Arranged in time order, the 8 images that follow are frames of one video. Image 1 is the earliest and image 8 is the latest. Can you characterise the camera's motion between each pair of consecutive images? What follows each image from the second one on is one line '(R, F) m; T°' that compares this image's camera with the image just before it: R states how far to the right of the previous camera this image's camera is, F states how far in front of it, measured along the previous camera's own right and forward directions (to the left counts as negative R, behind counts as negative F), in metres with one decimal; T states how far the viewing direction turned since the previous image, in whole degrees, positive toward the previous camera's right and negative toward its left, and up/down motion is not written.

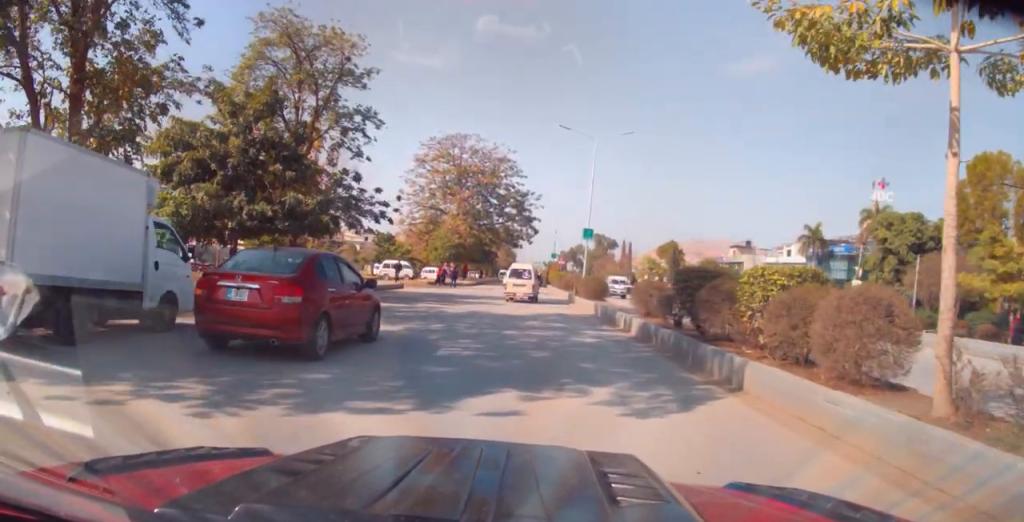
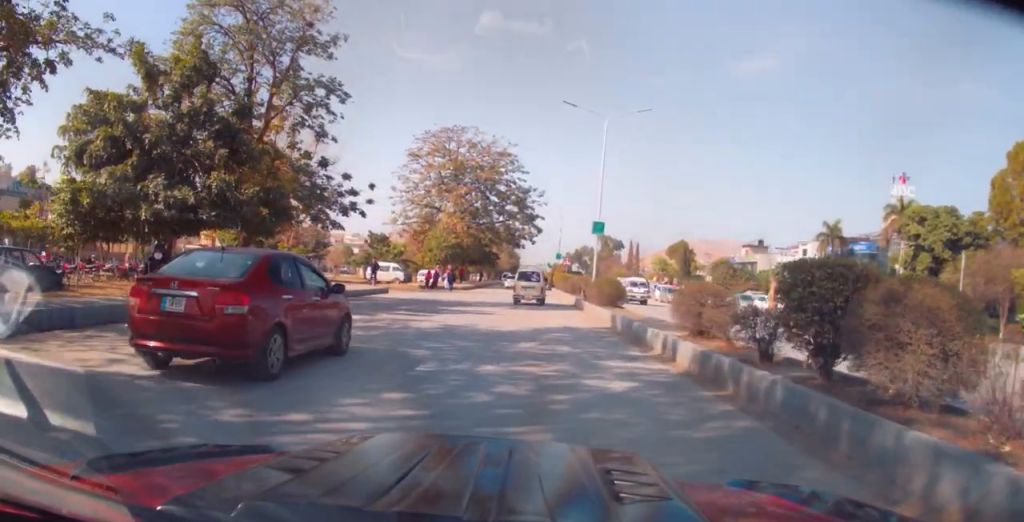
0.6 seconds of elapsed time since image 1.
(0.0, +5.3) m; -2°
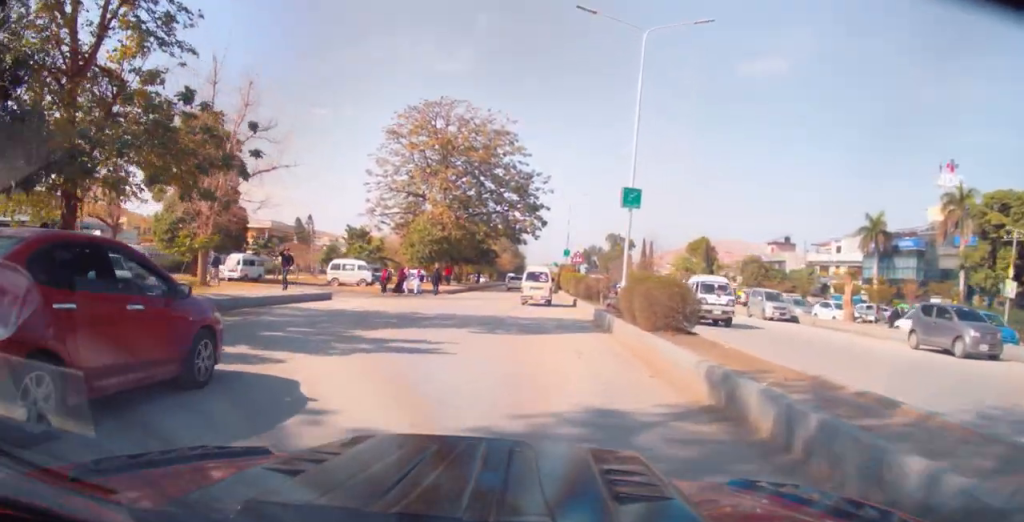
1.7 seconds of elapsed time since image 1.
(-0.5, +10.6) m; -3°
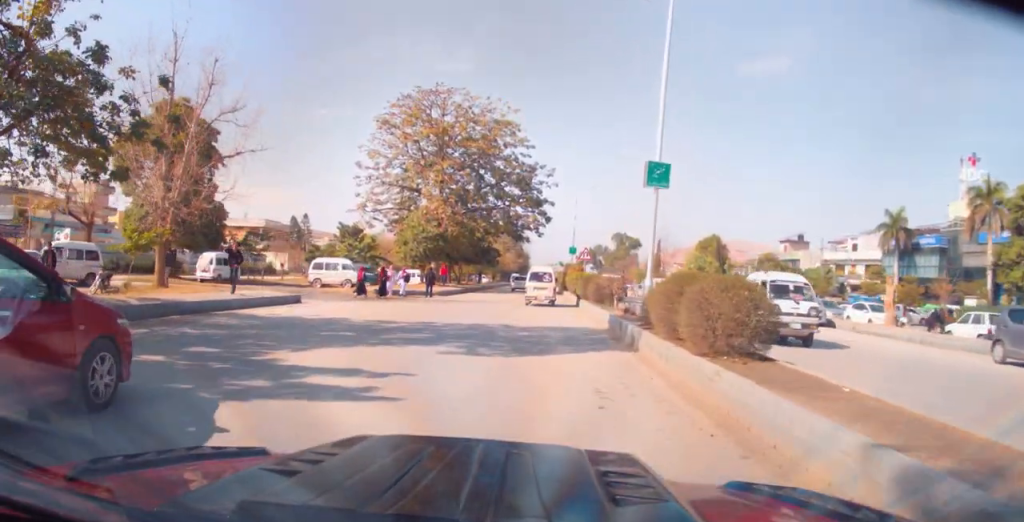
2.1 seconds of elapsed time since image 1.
(-0.1, +4.1) m; 0°
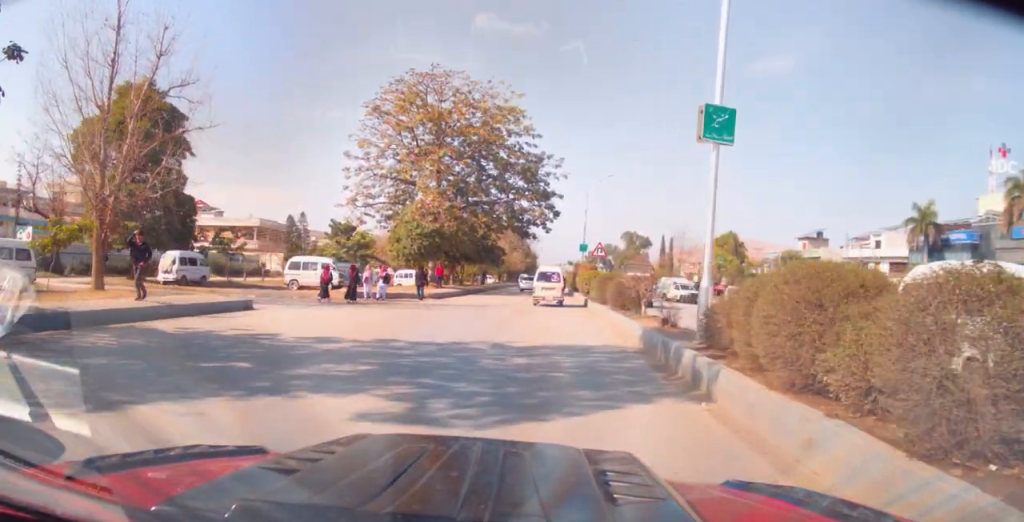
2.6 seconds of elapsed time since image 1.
(+0.2, +4.9) m; 0°
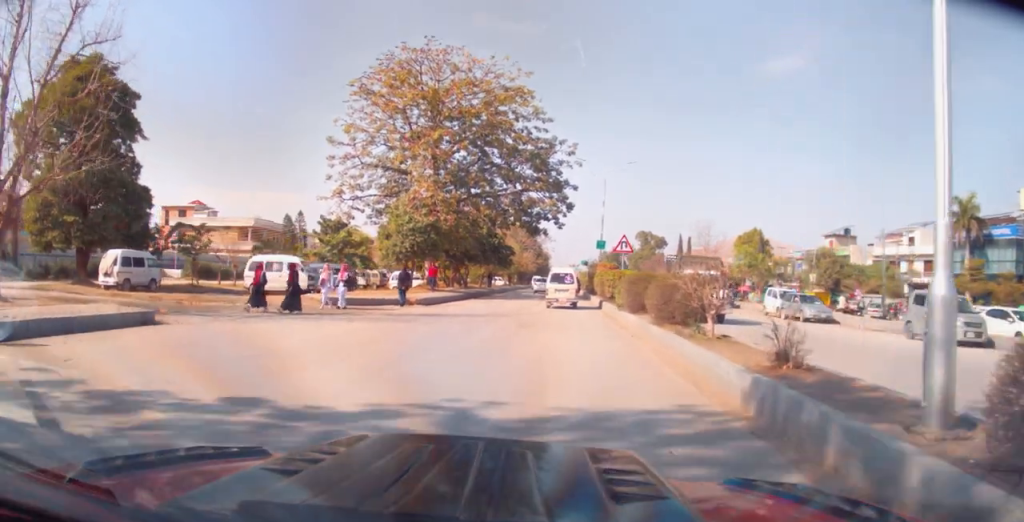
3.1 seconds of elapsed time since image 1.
(+0.1, +5.8) m; 0°
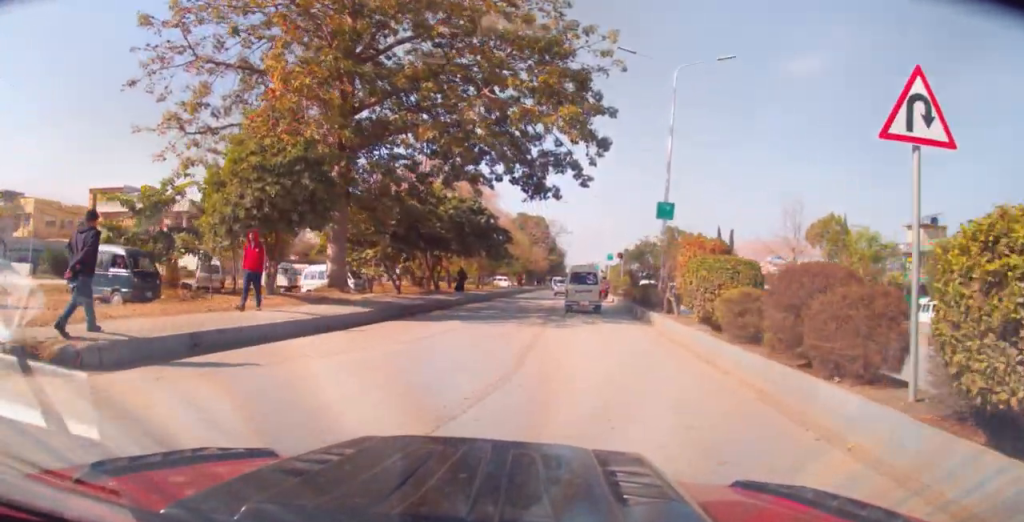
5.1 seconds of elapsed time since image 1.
(-0.7, +21.3) m; -2°
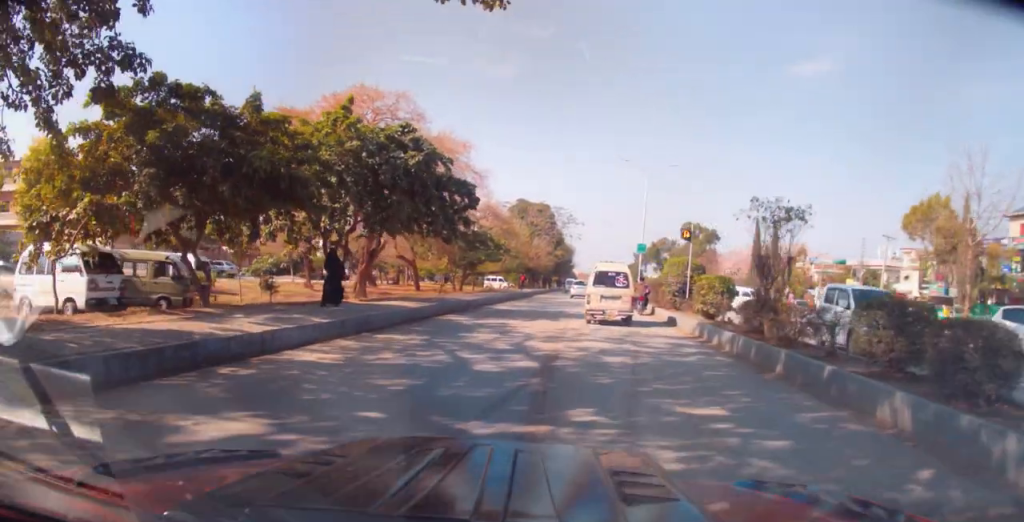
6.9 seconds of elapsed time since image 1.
(+0.2, +19.9) m; +1°
